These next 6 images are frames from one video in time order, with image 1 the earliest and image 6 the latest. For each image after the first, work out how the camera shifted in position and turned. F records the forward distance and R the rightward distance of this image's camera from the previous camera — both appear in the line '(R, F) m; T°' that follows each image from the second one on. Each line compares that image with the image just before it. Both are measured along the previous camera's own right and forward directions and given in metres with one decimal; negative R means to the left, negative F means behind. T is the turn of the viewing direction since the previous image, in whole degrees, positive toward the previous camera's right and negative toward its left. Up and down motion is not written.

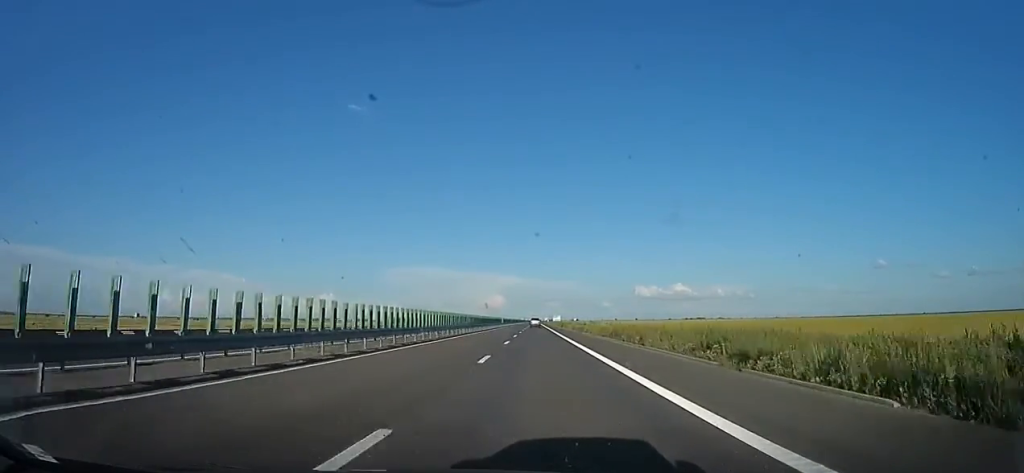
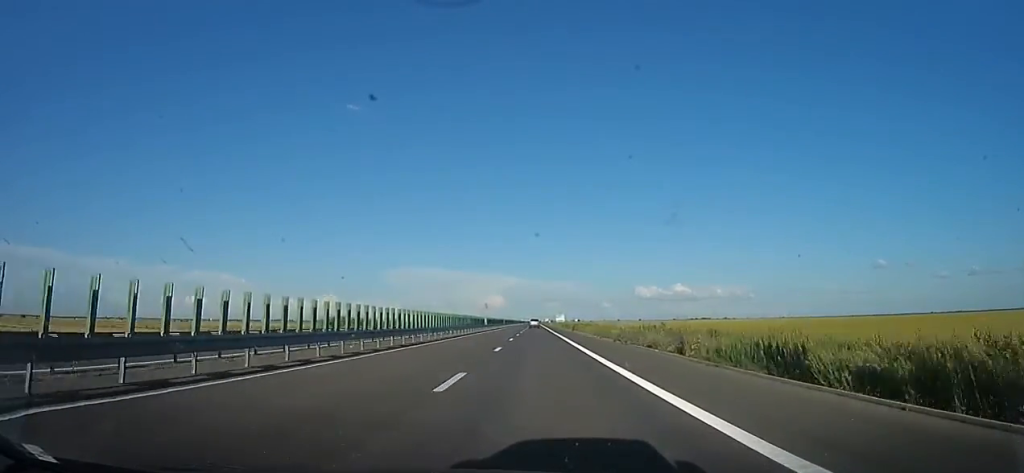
(+0.7, +30.1) m; 0°
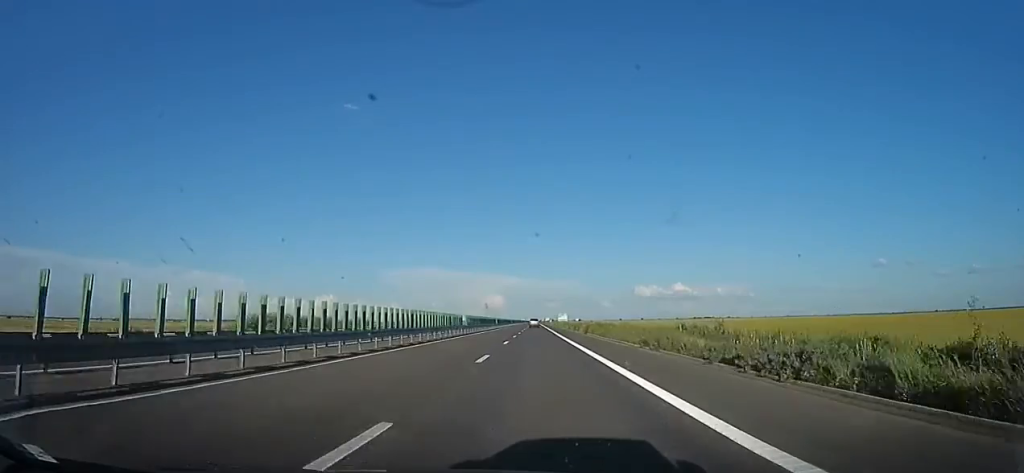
(-0.7, +18.1) m; 0°
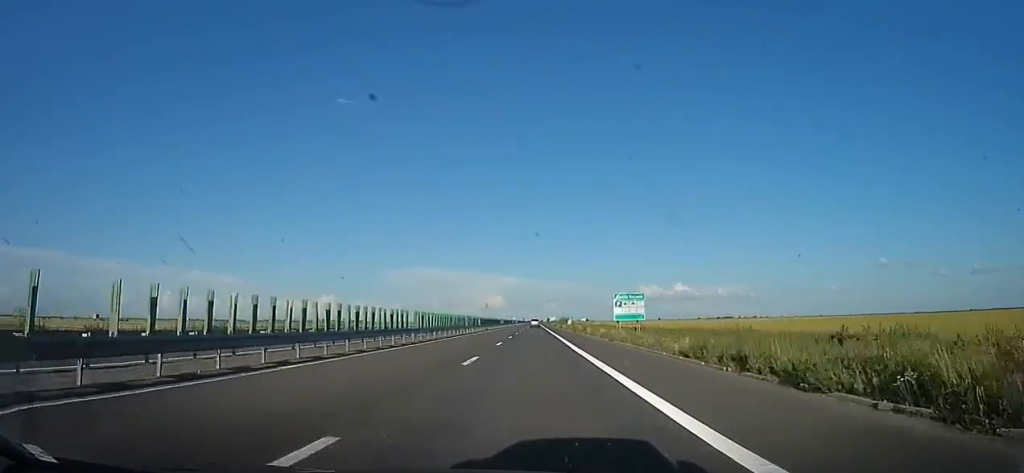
(+1.0, +122.3) m; 0°
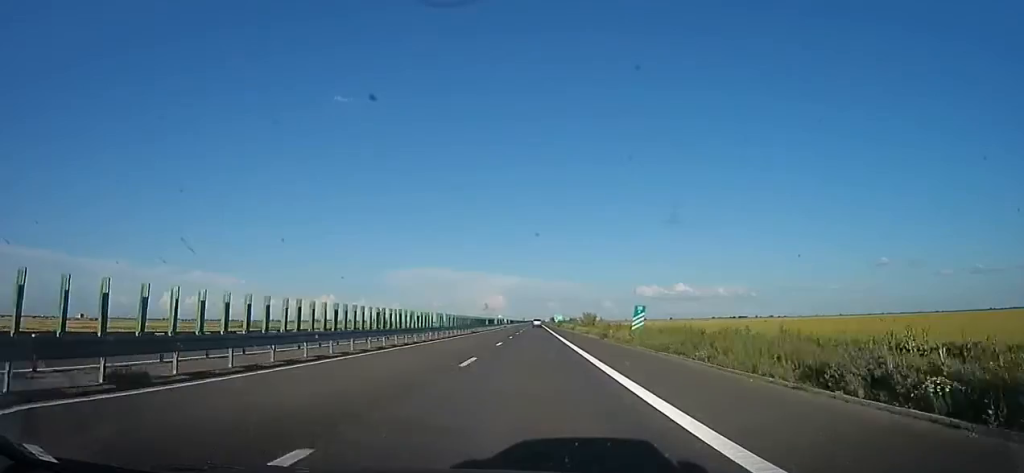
(-0.3, +62.3) m; 0°
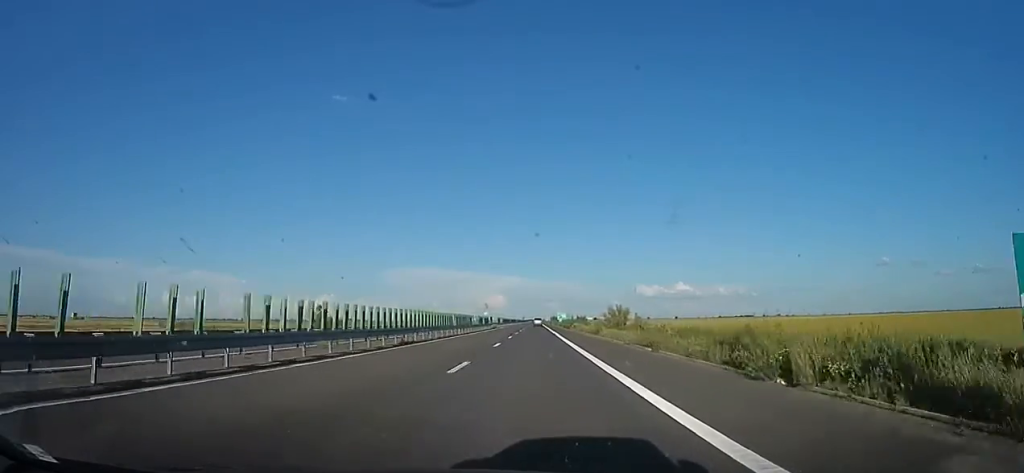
(-0.3, +26.1) m; 0°
